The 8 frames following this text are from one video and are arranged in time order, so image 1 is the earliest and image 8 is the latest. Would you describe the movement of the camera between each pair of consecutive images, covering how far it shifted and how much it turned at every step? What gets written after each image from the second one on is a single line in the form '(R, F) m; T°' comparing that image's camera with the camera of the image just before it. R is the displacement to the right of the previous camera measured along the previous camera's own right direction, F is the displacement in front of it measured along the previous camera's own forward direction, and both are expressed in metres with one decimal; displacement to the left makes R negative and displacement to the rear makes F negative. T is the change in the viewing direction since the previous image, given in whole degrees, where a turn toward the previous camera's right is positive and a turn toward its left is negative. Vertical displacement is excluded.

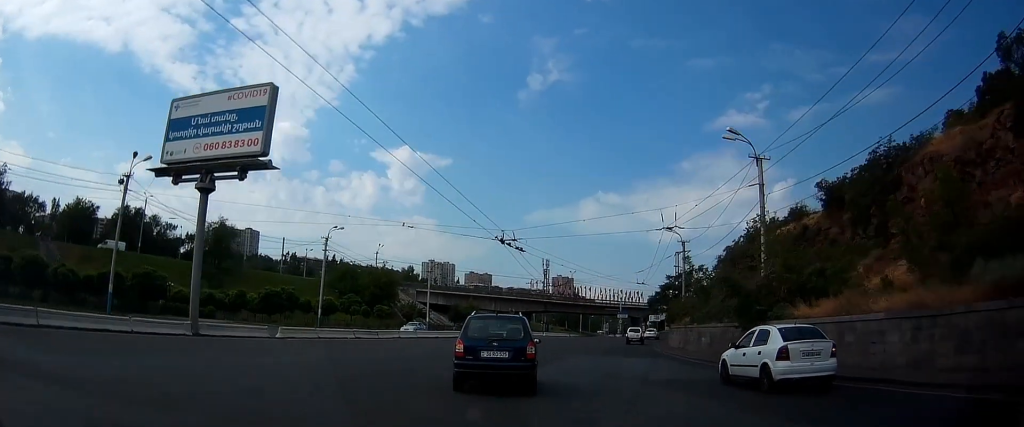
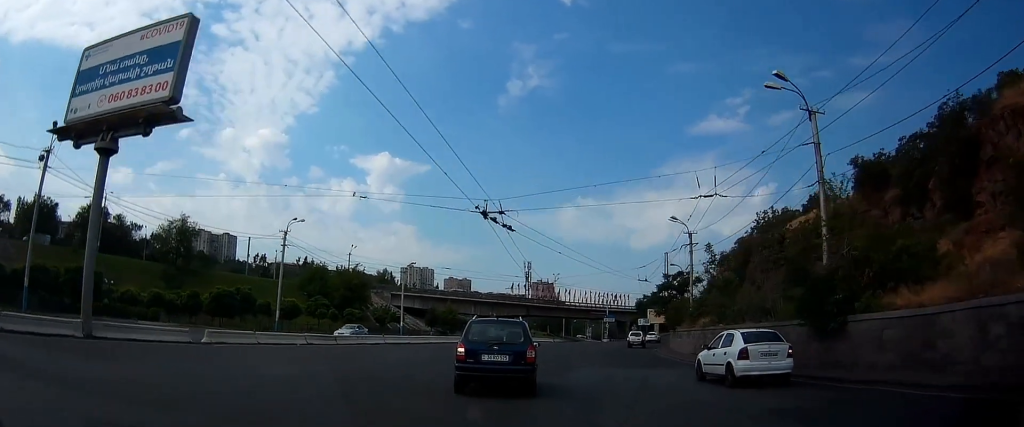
(+0.2, +7.2) m; +1°
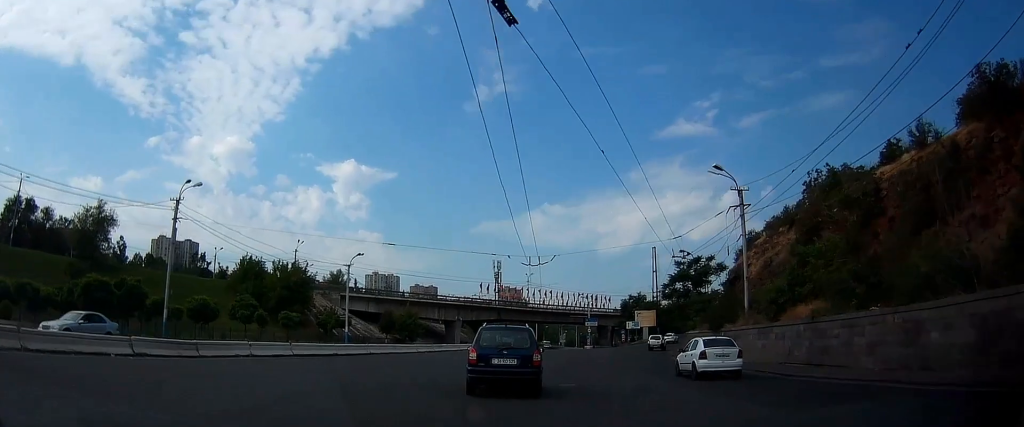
(0.0, +15.8) m; +5°
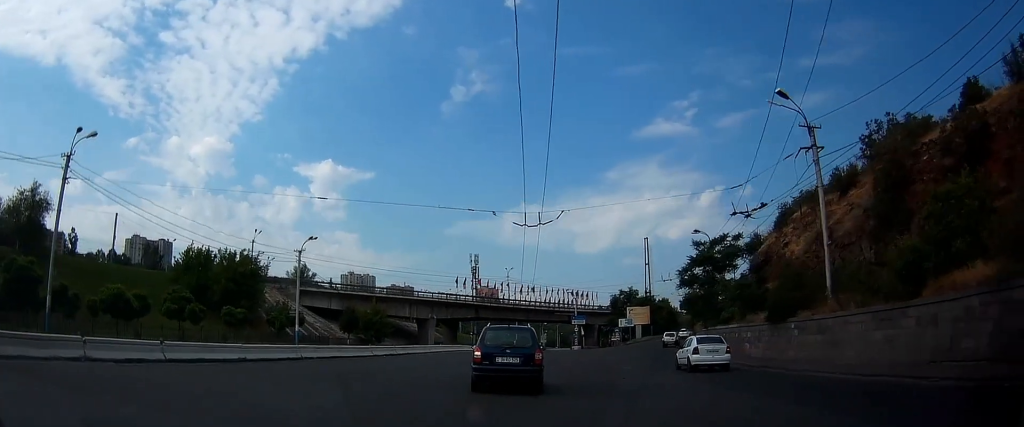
(+0.7, +10.4) m; +5°
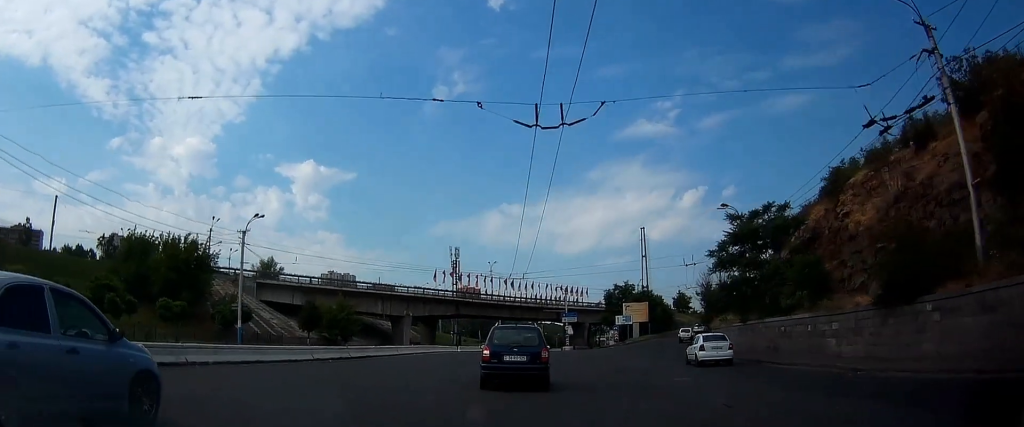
(+0.3, +9.5) m; +2°
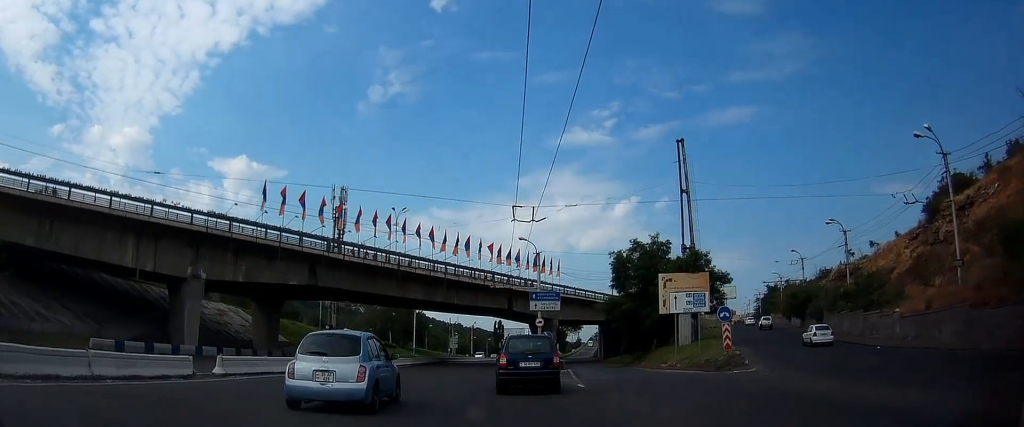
(+3.5, +46.1) m; +8°
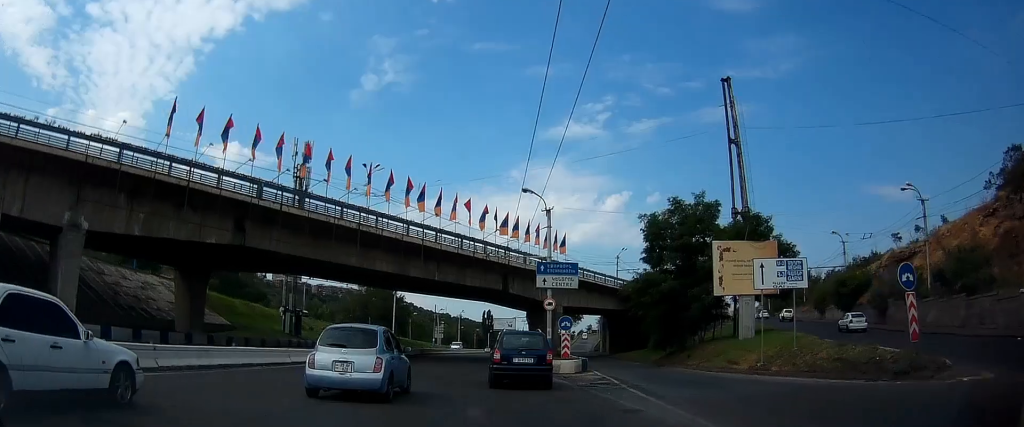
(+0.2, +12.1) m; +1°
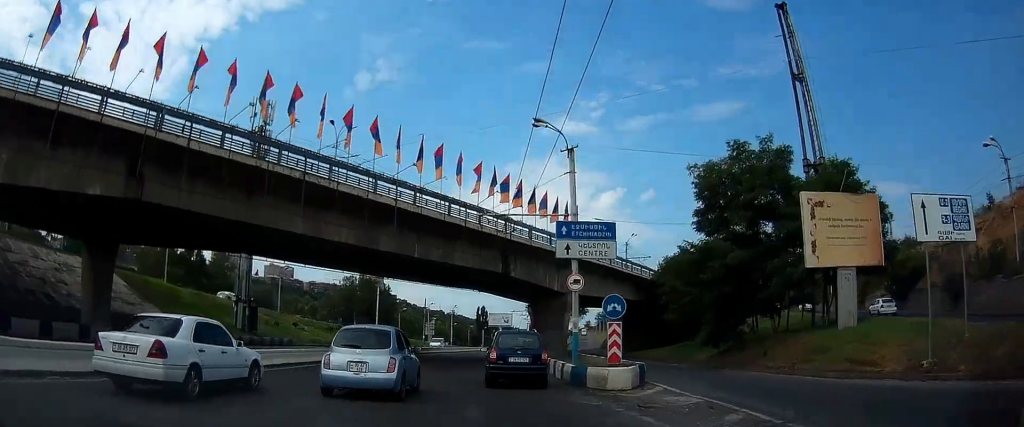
(+0.2, +10.2) m; +1°
